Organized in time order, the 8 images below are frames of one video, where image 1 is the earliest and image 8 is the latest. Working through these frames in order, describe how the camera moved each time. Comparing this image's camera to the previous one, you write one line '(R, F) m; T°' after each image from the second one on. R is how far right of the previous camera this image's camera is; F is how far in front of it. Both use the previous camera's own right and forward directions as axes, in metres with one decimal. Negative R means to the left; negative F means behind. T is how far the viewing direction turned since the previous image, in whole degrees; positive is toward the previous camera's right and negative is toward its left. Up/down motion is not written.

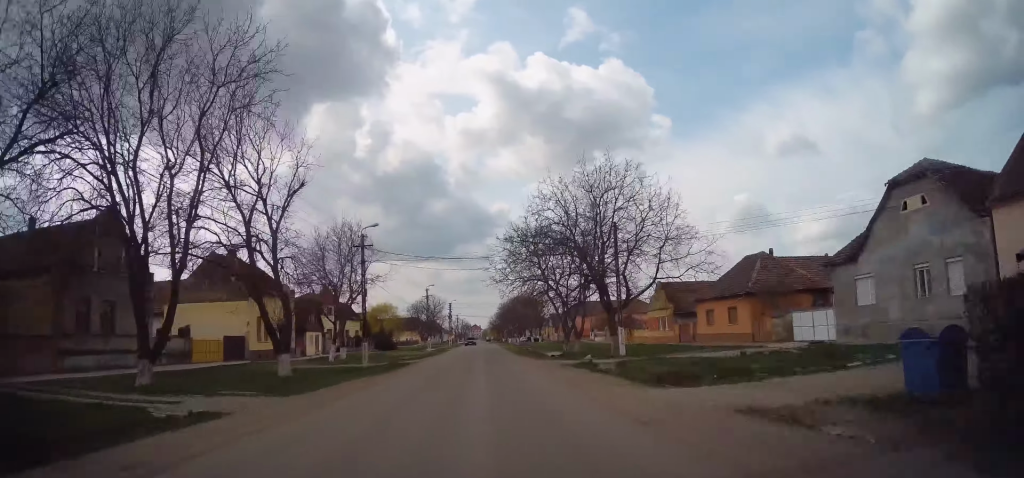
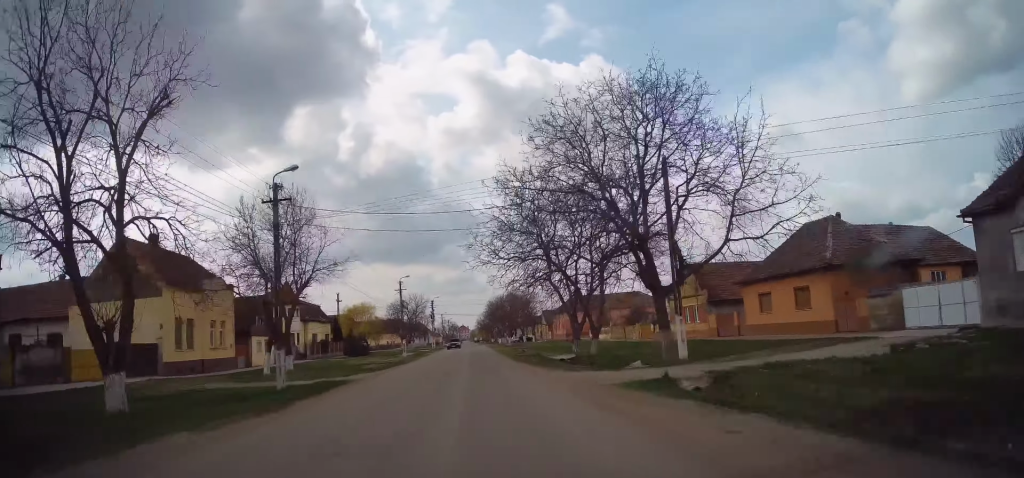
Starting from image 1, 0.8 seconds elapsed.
(+0.4, +11.9) m; +1°
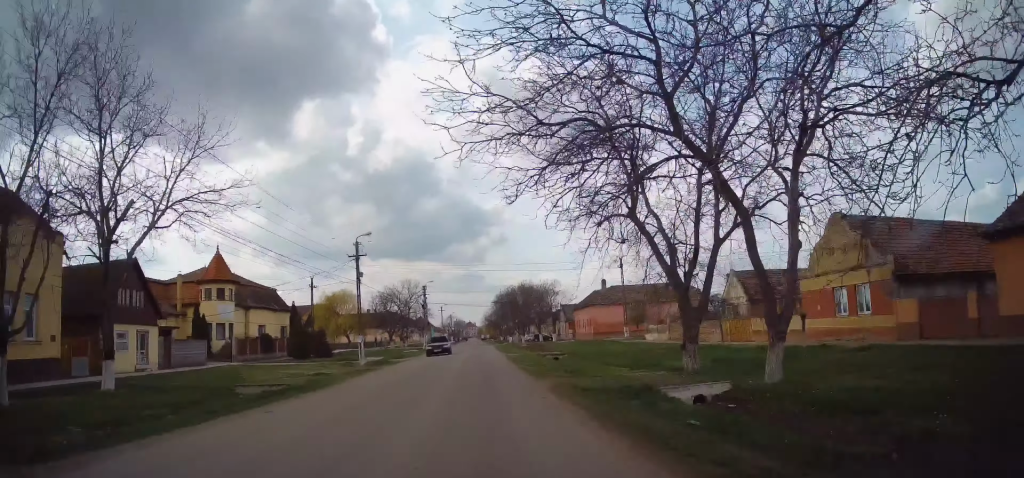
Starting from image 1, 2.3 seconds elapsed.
(-0.1, +22.3) m; 0°
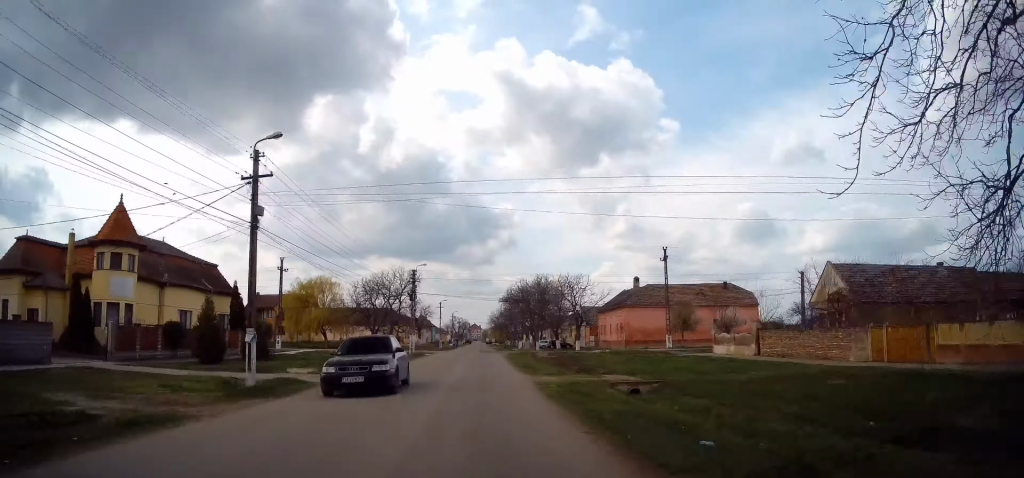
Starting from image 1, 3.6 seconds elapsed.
(0.0, +17.5) m; 0°
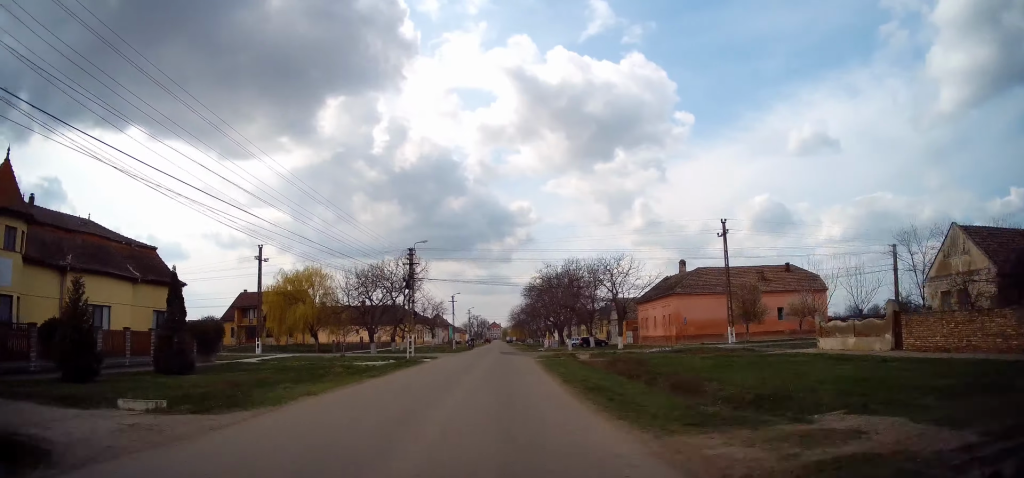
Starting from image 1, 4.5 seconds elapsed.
(0.0, +13.1) m; -2°
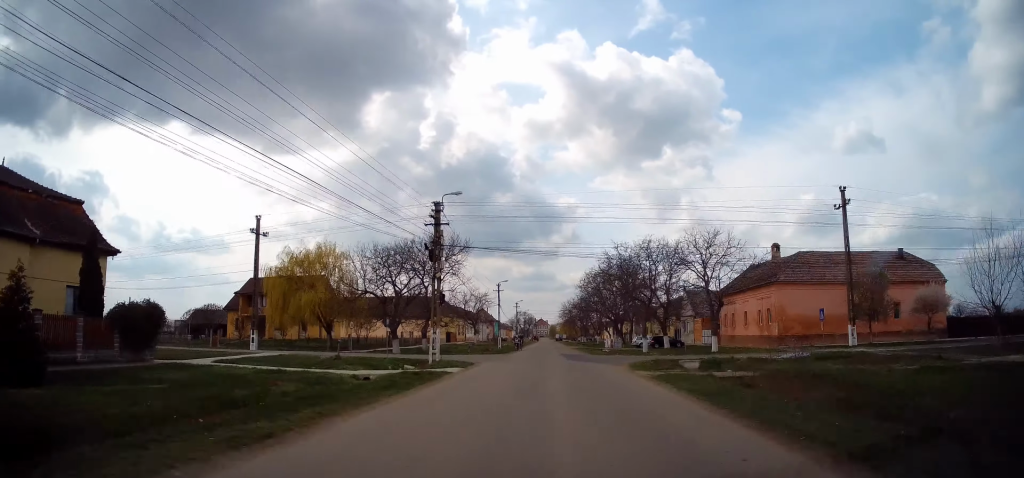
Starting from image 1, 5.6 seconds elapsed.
(-0.4, +12.9) m; -3°
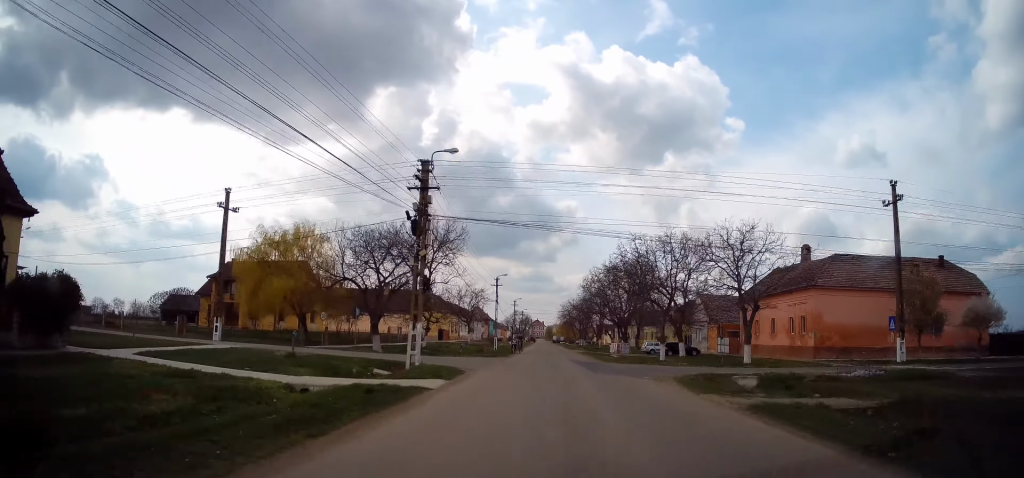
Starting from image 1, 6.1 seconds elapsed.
(-0.1, +6.3) m; 0°
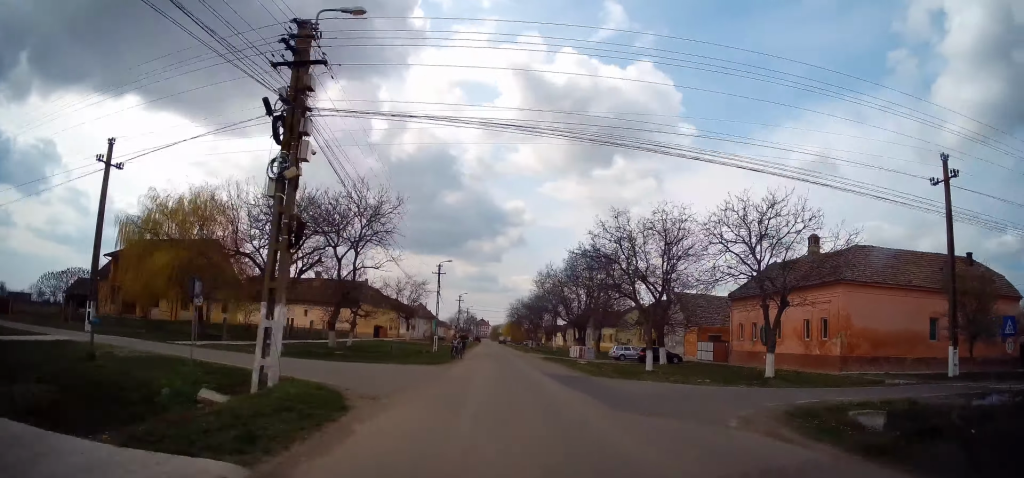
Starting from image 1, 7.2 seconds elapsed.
(0.0, +10.4) m; +3°
